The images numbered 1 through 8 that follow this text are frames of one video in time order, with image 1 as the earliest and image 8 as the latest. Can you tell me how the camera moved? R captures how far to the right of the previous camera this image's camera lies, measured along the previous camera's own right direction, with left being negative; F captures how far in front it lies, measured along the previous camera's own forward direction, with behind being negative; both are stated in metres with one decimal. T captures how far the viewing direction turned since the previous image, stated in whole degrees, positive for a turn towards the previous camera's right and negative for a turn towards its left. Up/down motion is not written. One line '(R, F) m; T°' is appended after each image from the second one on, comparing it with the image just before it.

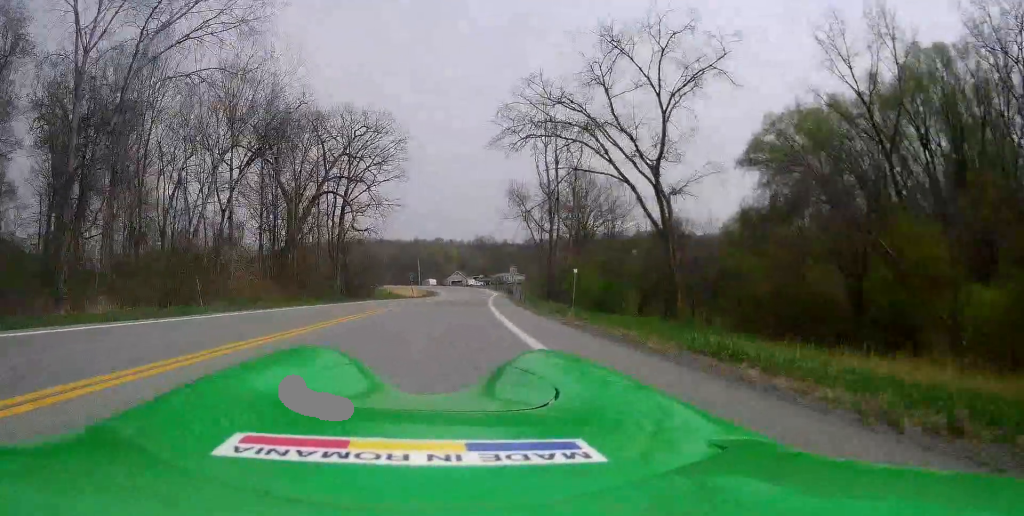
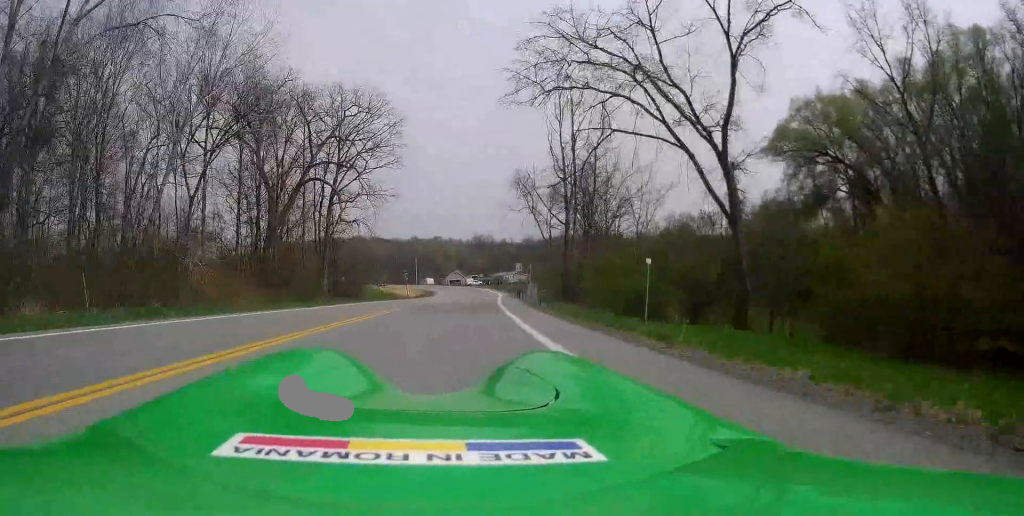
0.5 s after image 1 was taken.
(0.0, +6.9) m; 0°
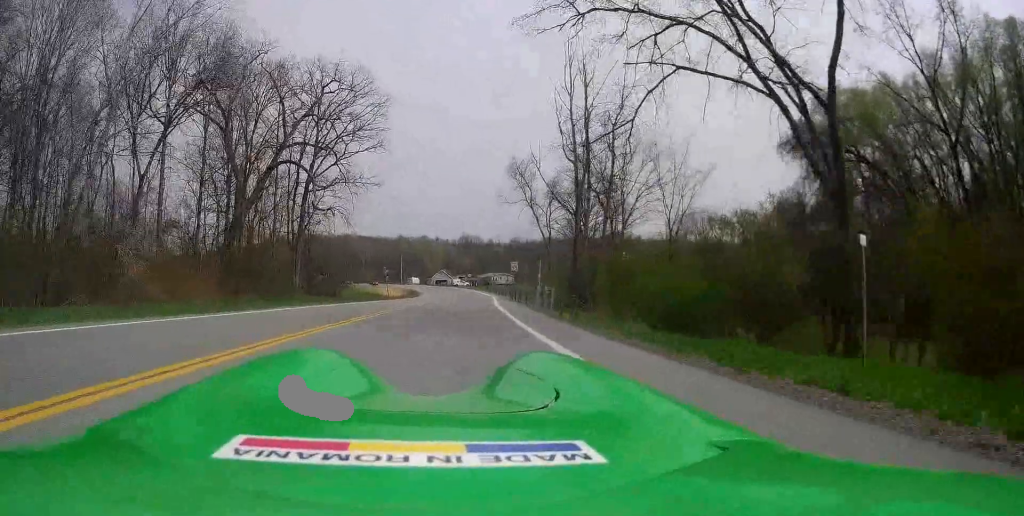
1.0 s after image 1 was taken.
(-0.4, +6.9) m; +4°
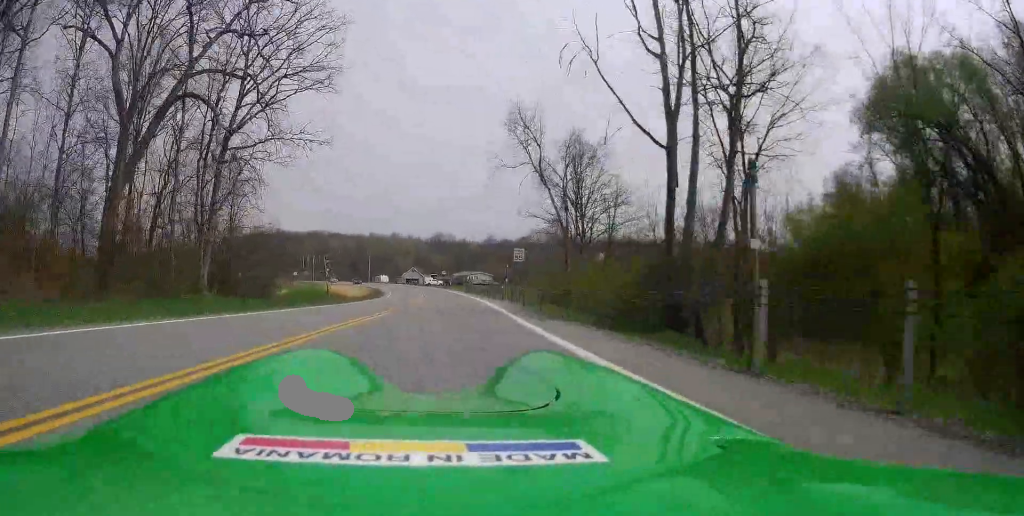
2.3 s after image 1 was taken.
(+2.4, +16.8) m; +9°
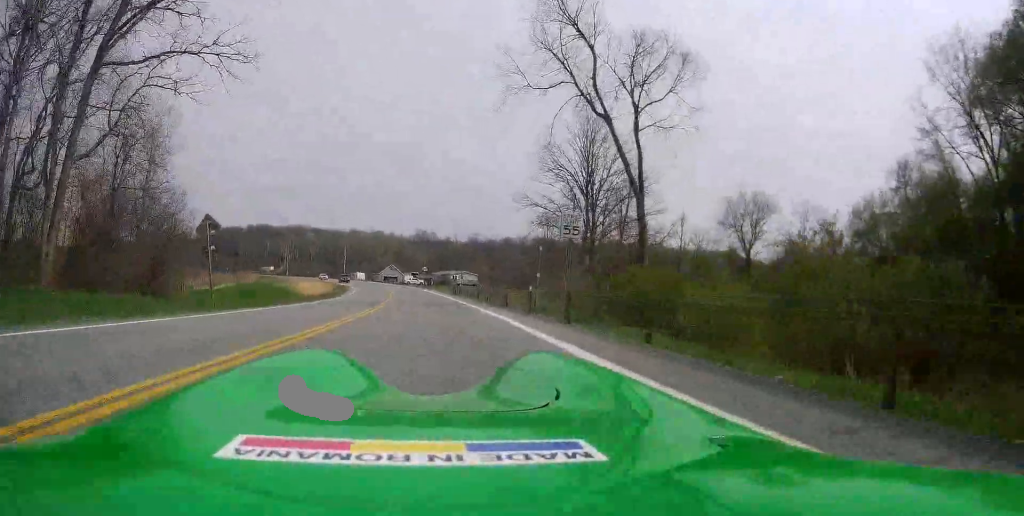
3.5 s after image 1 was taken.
(-1.2, +16.5) m; -4°
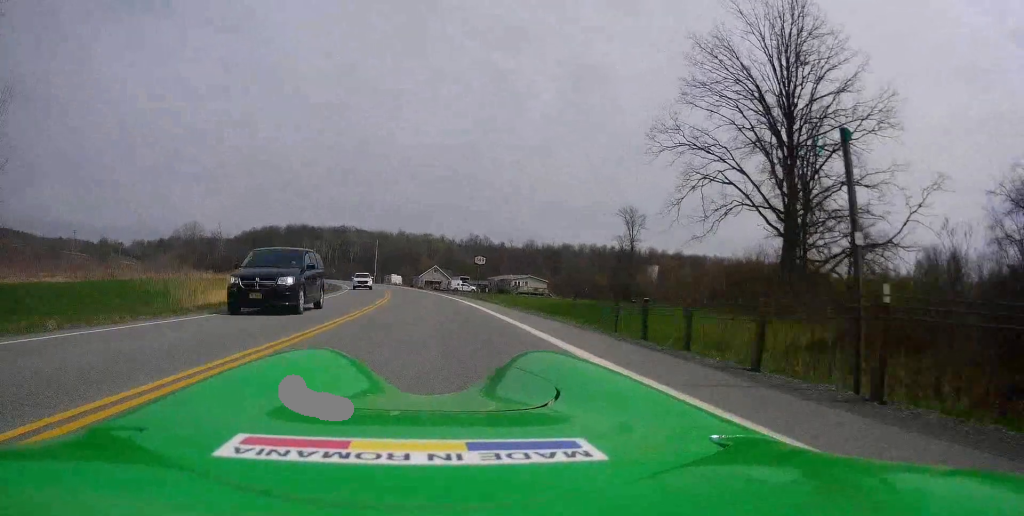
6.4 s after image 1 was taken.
(-0.2, +38.4) m; -2°
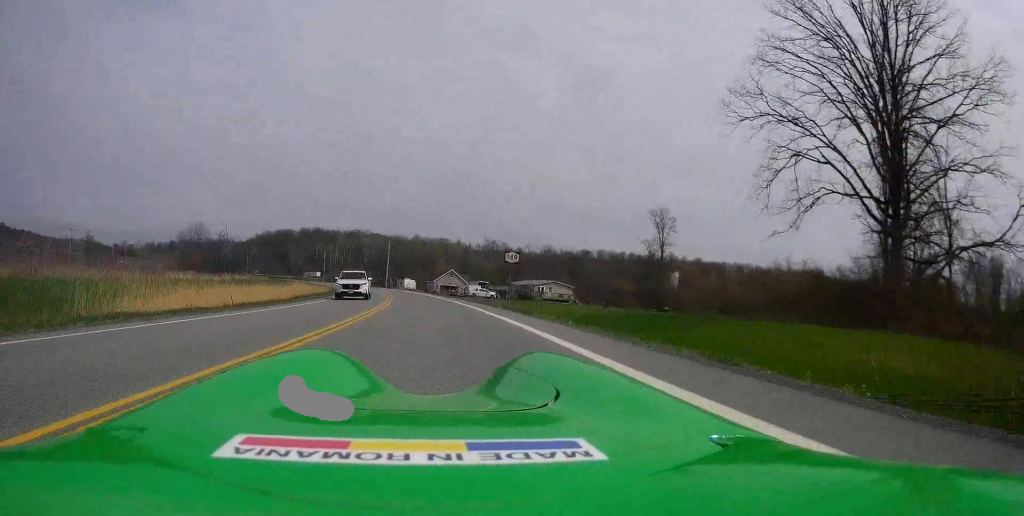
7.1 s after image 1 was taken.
(-0.8, +9.5) m; -2°
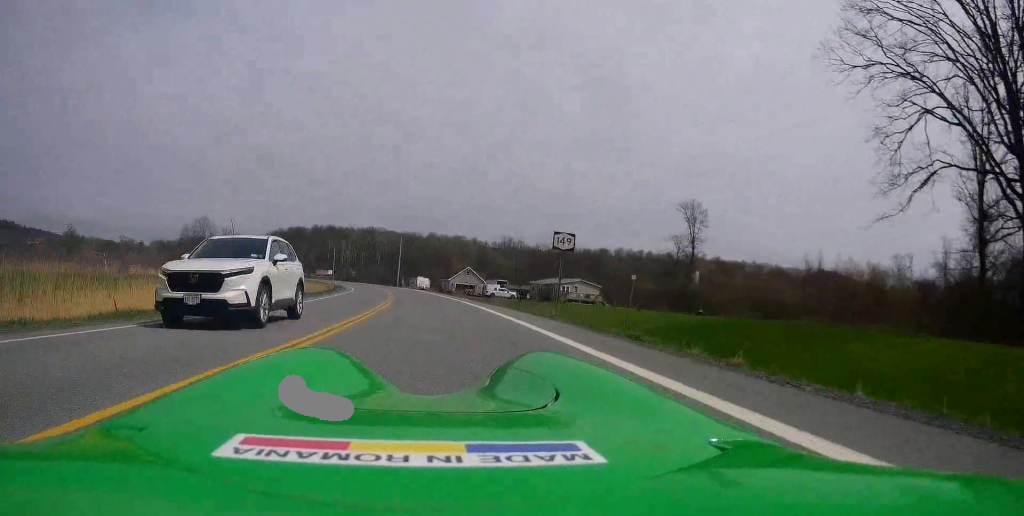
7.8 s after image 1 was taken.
(0.0, +9.6) m; -2°
